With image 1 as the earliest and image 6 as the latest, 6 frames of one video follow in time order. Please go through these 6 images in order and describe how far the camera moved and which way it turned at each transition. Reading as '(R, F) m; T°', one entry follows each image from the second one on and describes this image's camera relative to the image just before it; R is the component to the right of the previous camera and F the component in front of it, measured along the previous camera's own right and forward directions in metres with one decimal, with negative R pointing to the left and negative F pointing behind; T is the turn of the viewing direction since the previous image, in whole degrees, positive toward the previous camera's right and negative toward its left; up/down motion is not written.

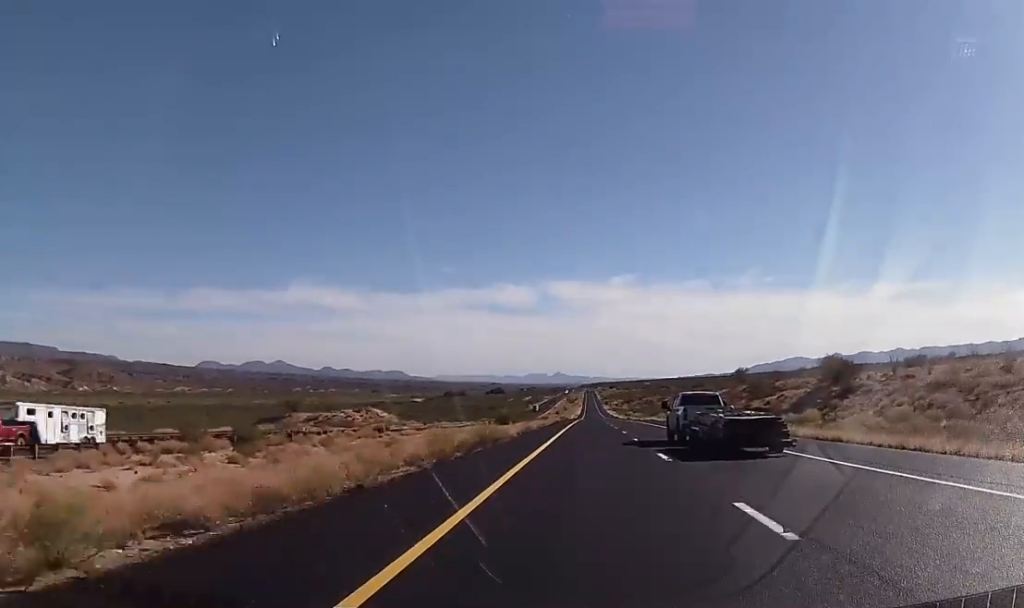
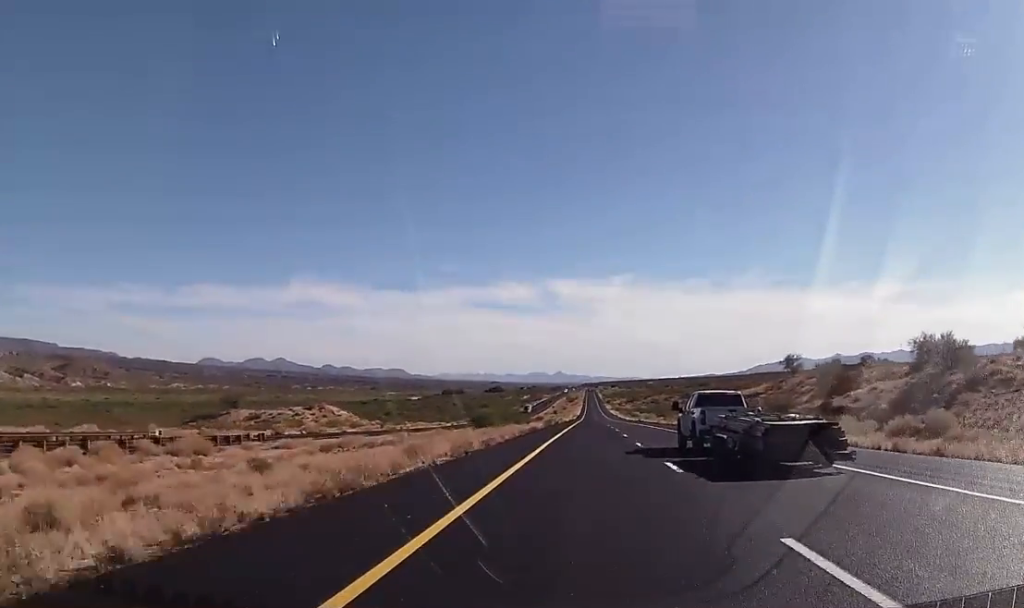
(-0.2, +39.3) m; 0°
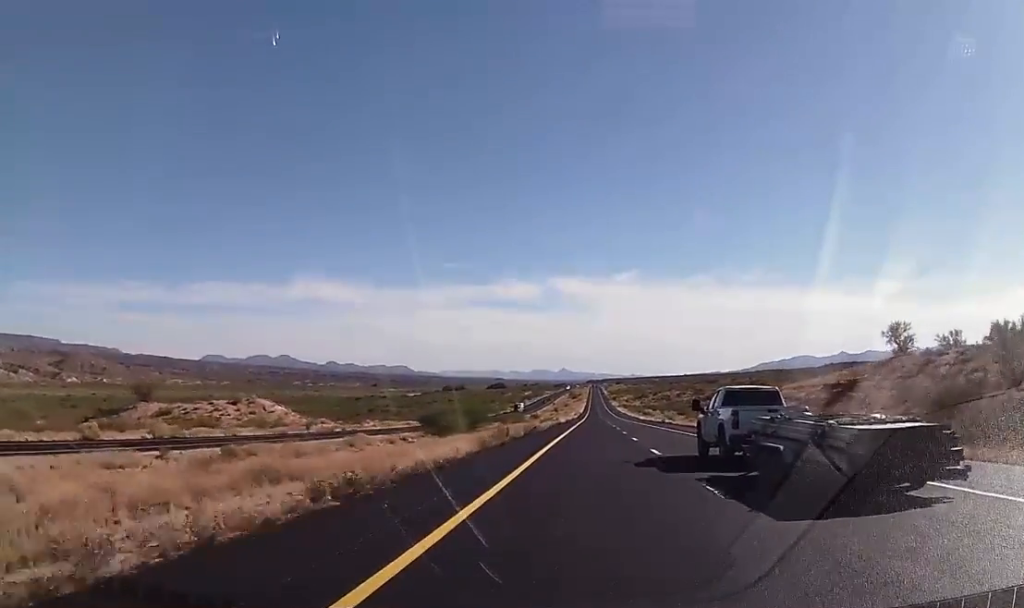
(0.0, +42.8) m; 0°
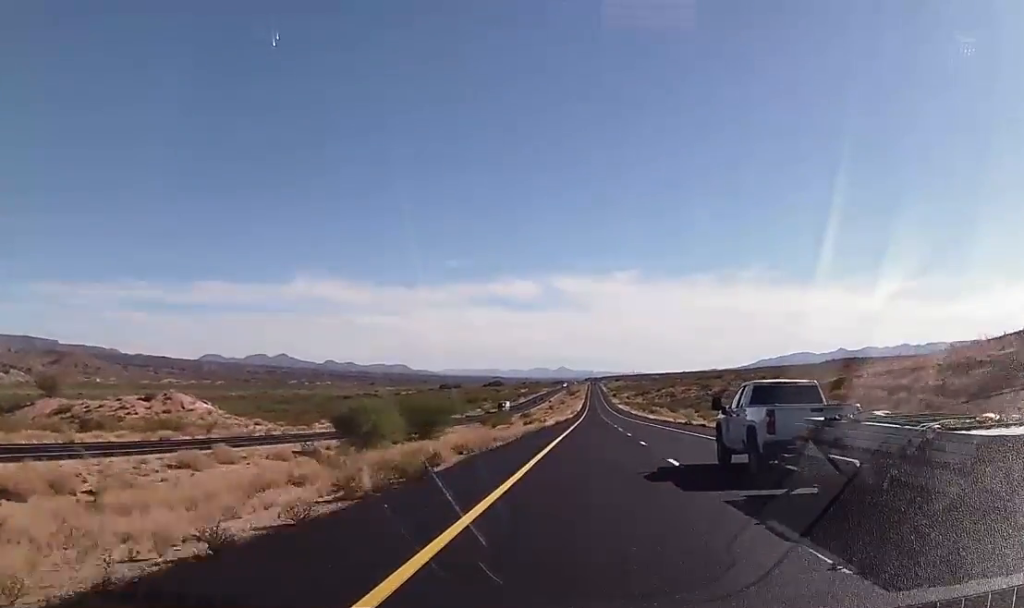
(+0.2, +29.7) m; 0°
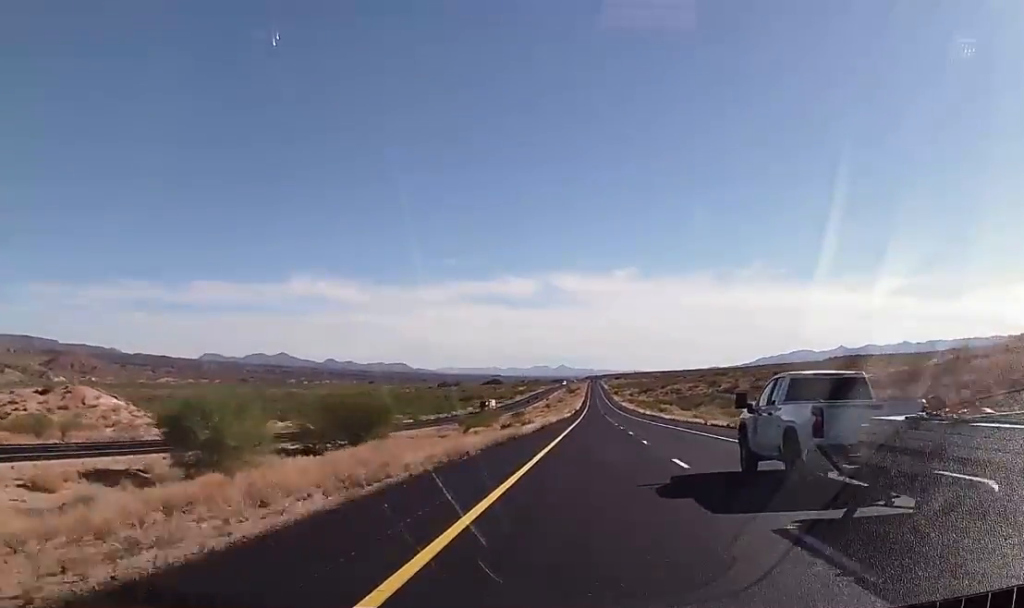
(0.0, +24.9) m; 0°
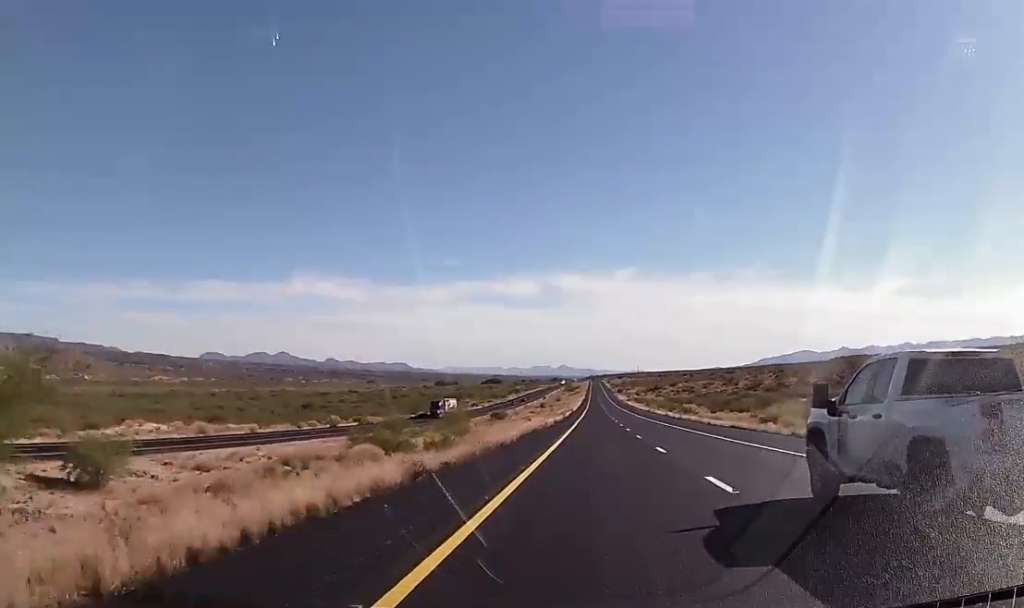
(-0.2, +41.6) m; 0°
